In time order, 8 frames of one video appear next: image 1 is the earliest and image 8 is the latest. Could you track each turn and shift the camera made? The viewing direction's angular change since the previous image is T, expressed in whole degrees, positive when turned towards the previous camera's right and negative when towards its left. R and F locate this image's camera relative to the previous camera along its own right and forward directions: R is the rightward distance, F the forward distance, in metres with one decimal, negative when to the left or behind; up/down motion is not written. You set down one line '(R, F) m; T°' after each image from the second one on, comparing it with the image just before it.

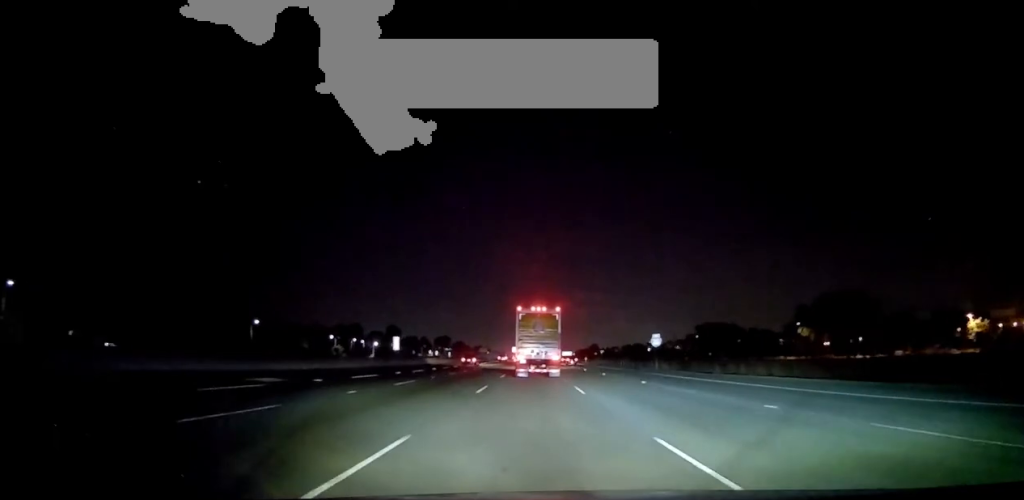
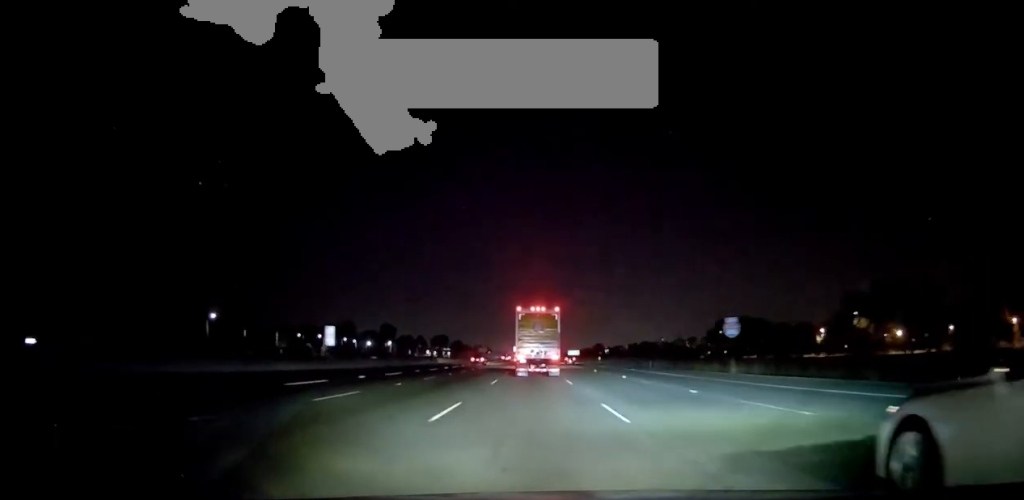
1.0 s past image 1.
(+0.2, +23.1) m; +1°
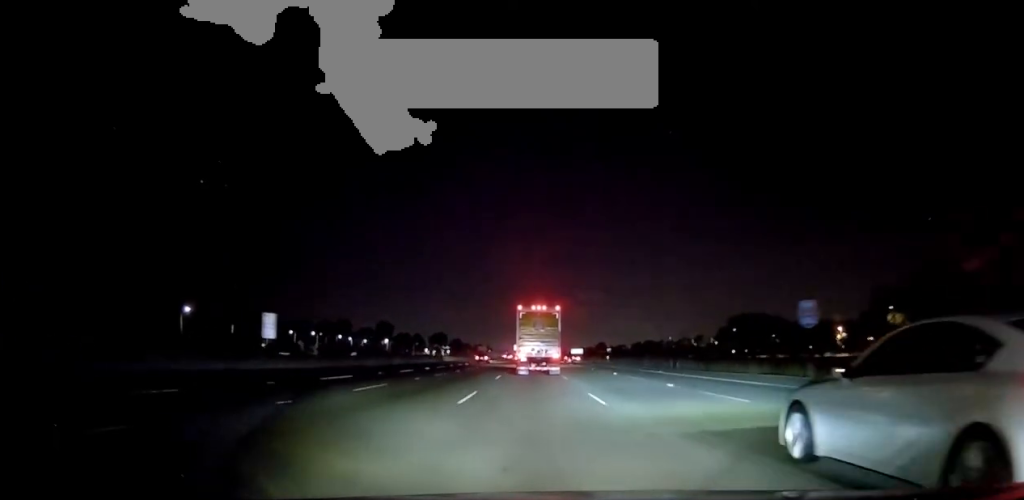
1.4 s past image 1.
(+0.3, +11.2) m; 0°
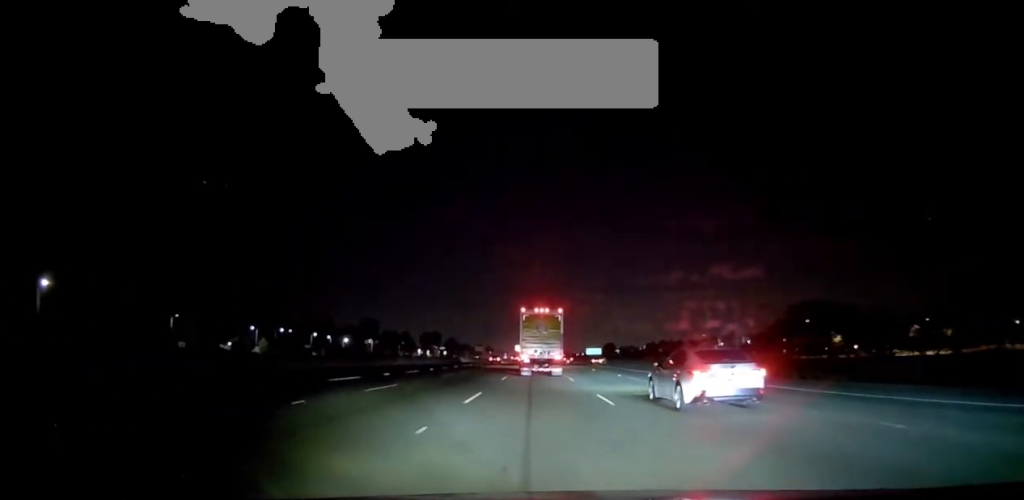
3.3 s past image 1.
(-0.9, +44.3) m; -2°
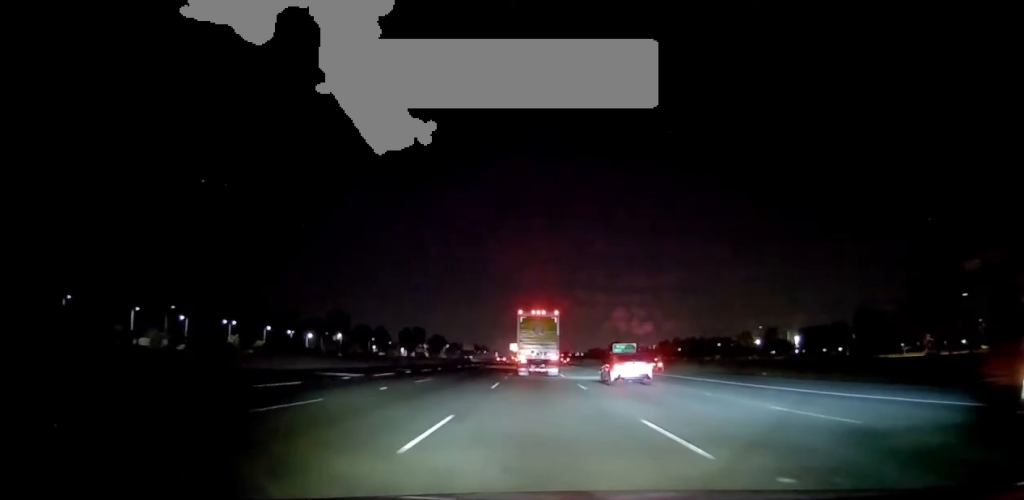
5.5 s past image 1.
(0.0, +51.2) m; -1°
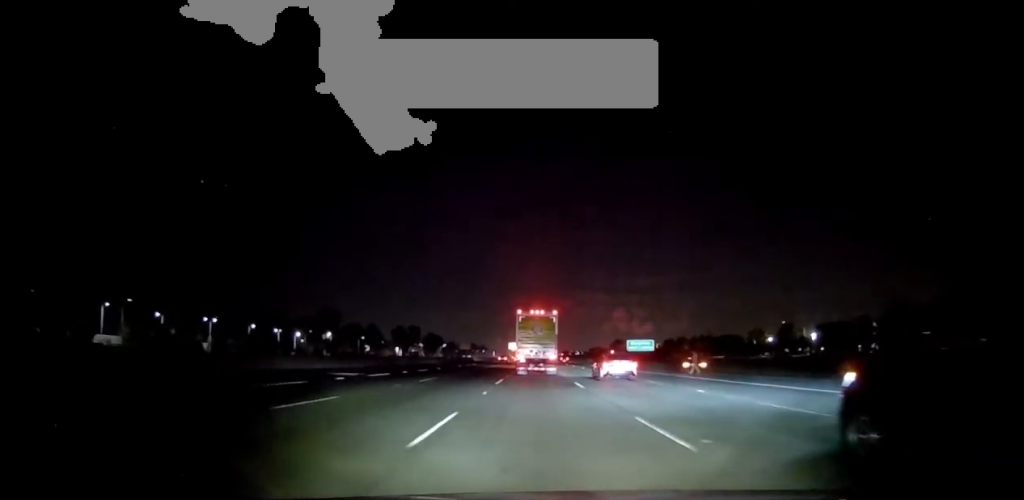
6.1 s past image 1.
(-0.1, +14.1) m; 0°
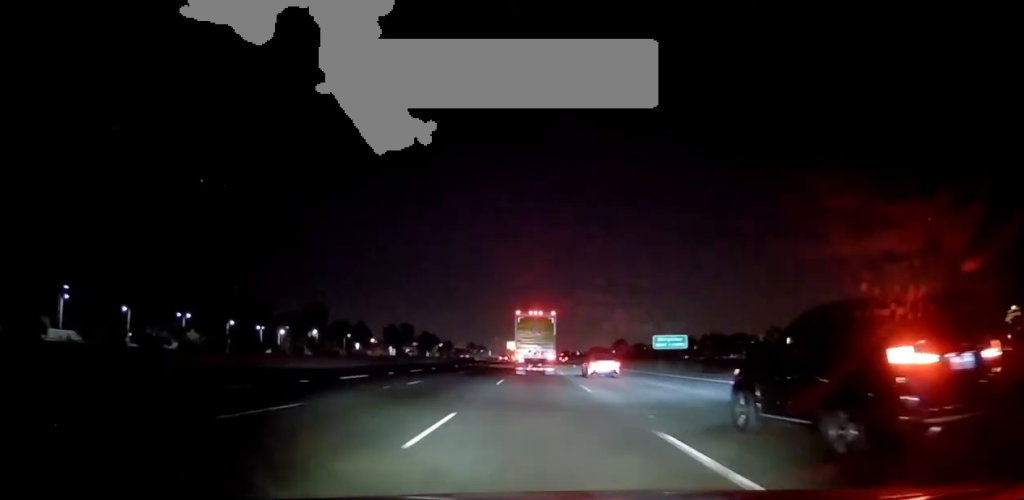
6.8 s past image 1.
(-0.2, +17.2) m; 0°
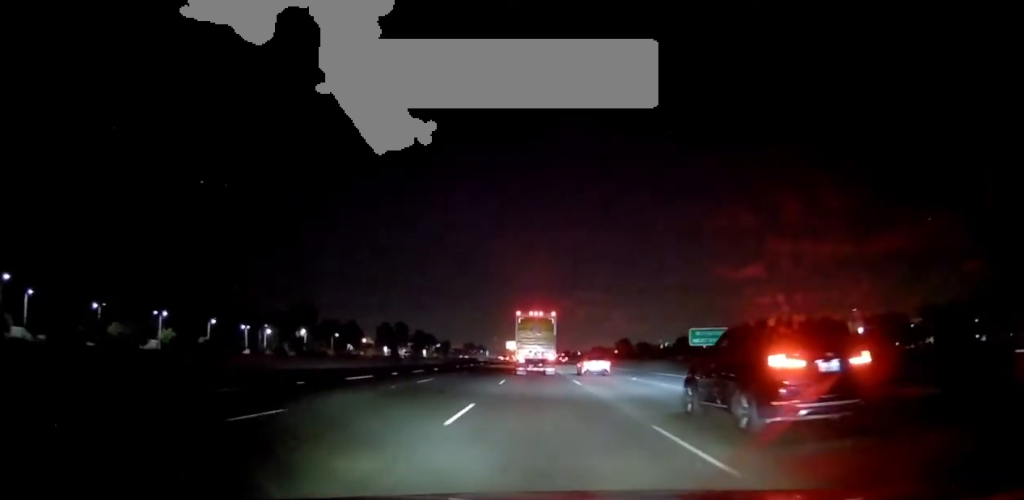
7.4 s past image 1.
(+0.2, +14.1) m; +1°
